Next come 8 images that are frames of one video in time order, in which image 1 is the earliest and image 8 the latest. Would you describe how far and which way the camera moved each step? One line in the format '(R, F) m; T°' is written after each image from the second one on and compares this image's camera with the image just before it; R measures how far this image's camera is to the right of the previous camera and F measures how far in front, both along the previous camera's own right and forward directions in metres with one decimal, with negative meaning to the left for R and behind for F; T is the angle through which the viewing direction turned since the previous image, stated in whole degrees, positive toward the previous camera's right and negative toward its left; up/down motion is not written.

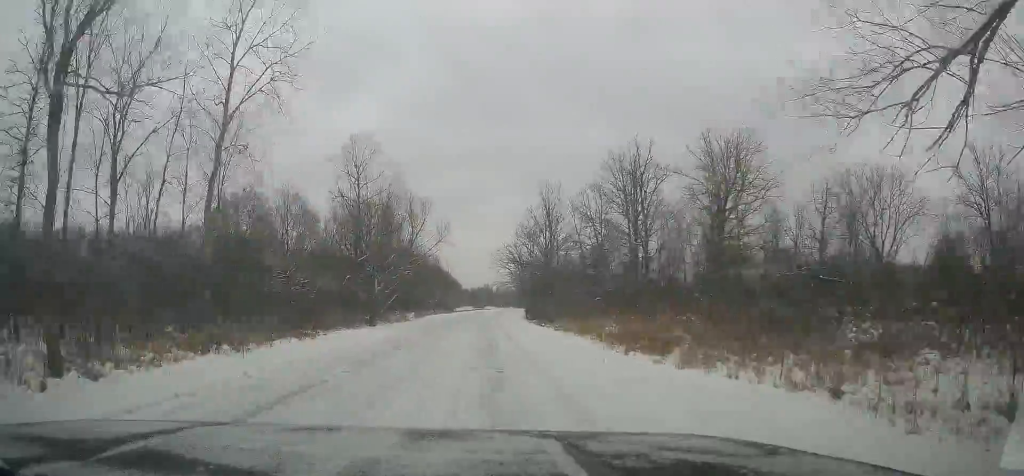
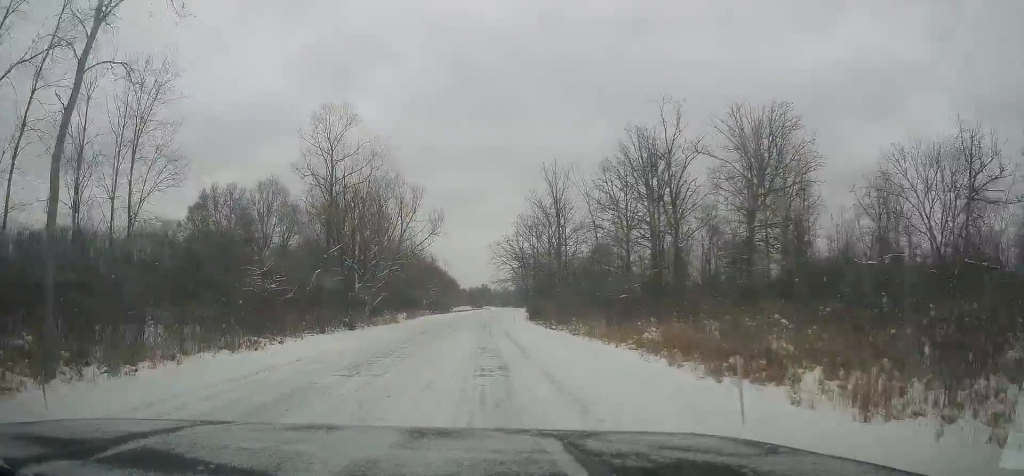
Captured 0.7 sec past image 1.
(+0.1, +7.9) m; -2°
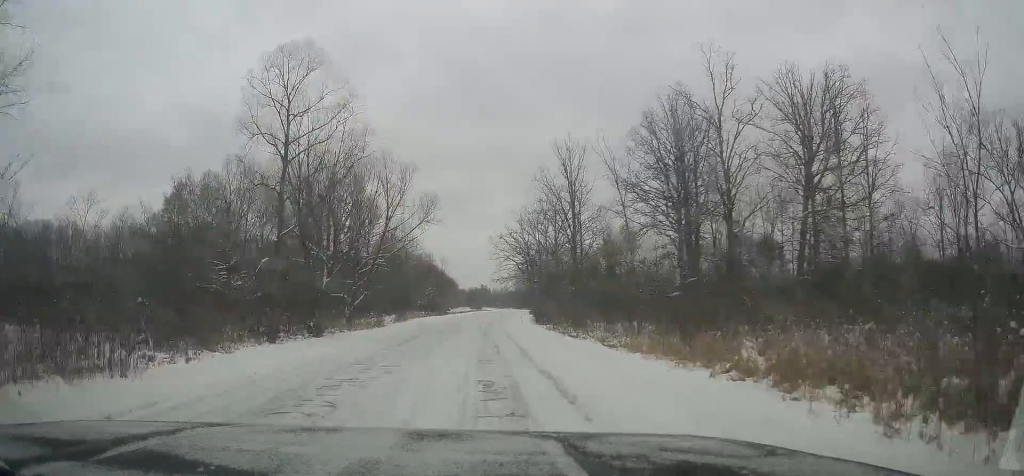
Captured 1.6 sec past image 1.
(-0.4, +9.6) m; 0°
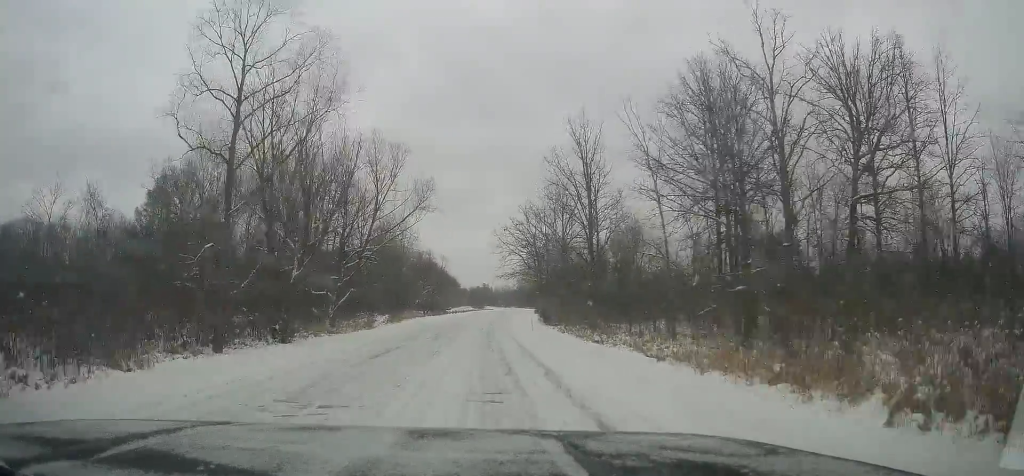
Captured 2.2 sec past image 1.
(0.0, +6.7) m; 0°
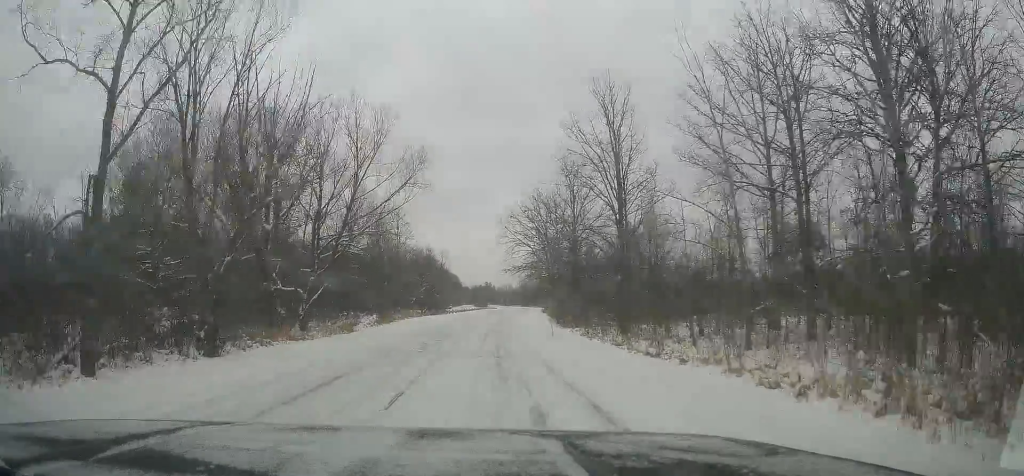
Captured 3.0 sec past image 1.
(+0.3, +8.8) m; 0°
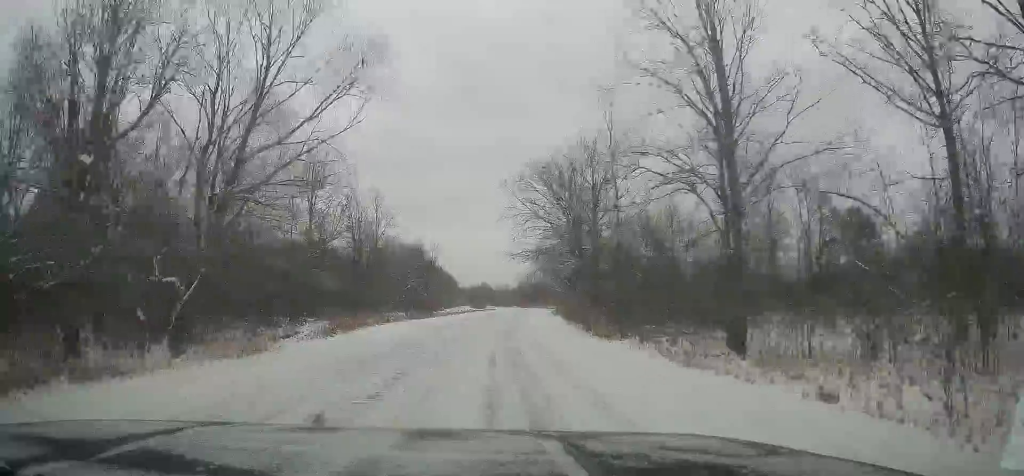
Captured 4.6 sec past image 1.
(-0.1, +16.9) m; +2°
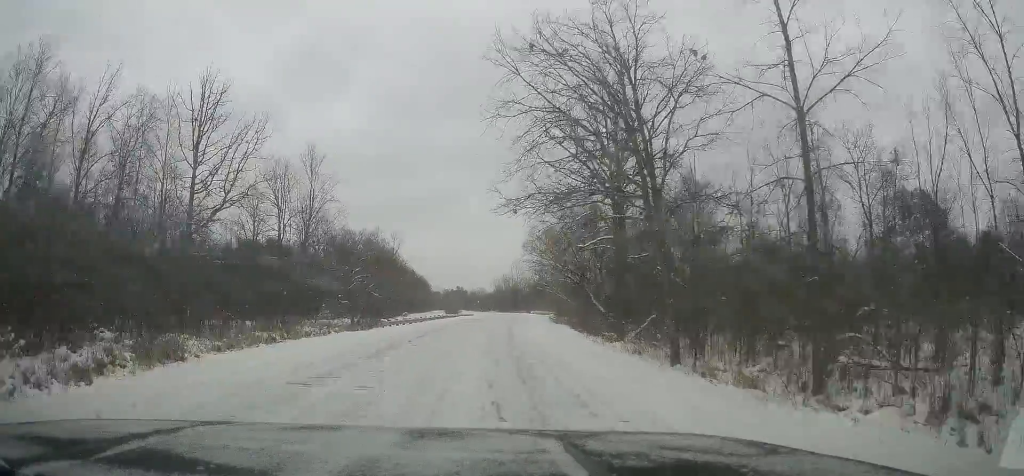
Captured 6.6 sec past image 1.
(+0.3, +22.0) m; +3°
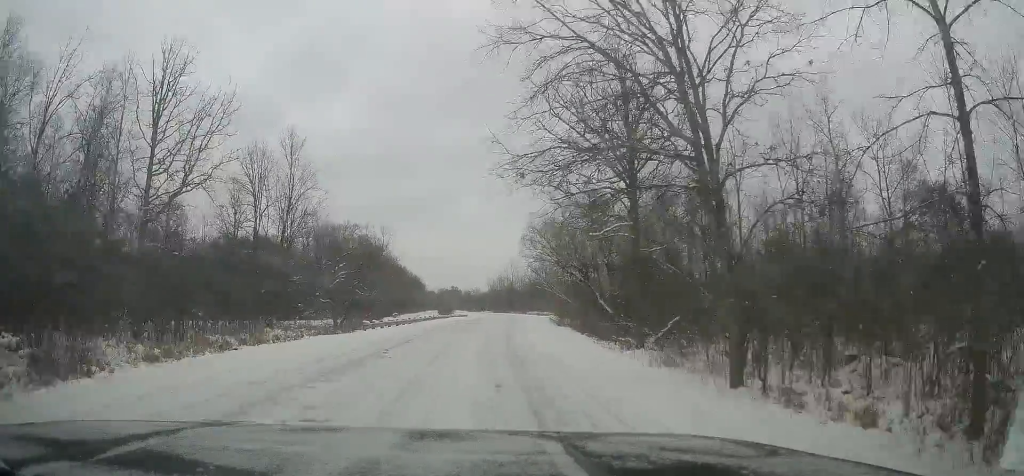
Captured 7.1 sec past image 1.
(+0.1, +5.2) m; +2°
